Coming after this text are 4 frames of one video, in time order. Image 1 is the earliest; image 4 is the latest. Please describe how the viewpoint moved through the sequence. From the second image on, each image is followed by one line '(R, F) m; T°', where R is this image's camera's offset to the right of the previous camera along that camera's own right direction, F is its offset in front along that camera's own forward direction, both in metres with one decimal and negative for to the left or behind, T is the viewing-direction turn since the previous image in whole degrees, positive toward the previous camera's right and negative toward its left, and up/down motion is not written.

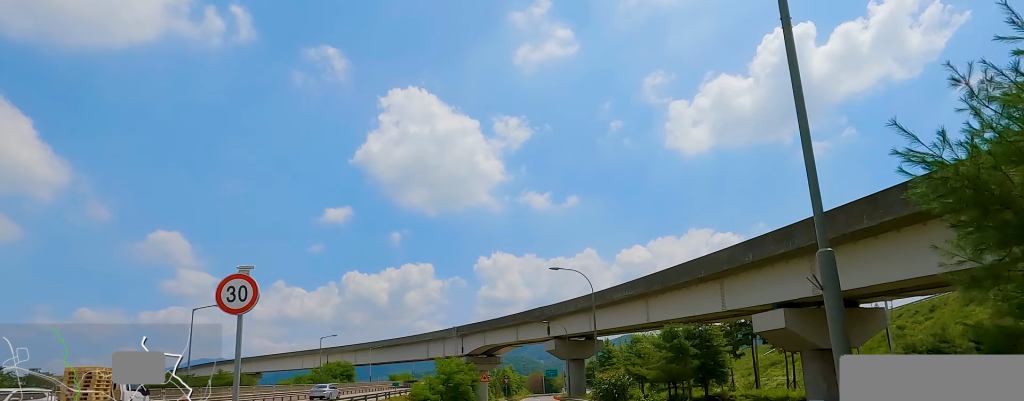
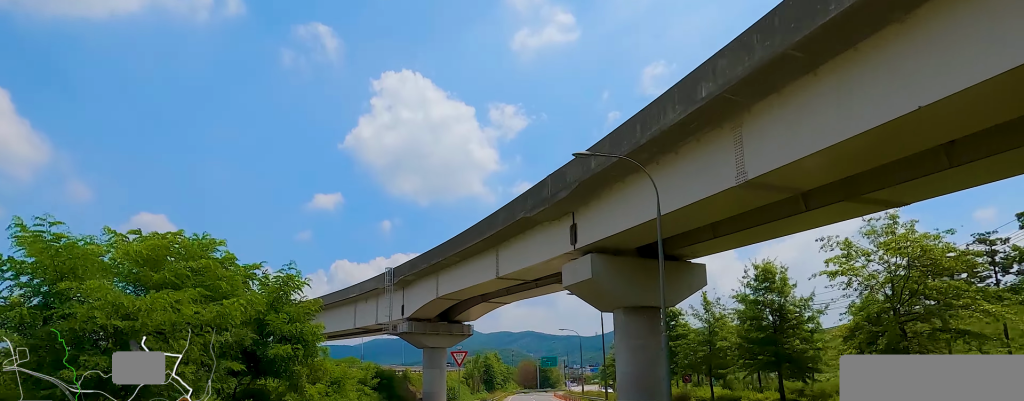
(-0.9, +43.7) m; 0°
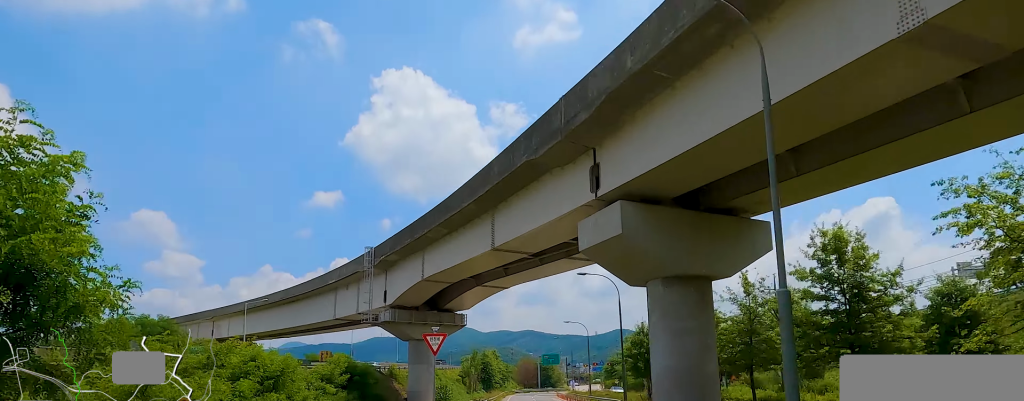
(+0.4, +7.5) m; 0°
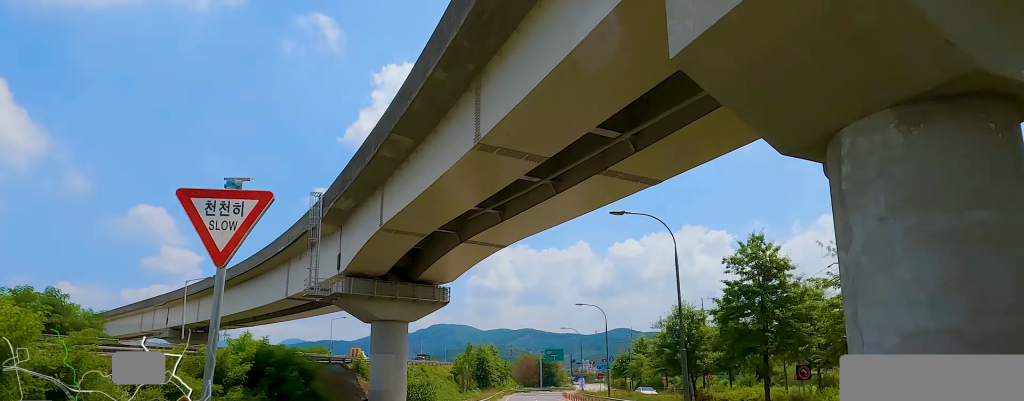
(+0.3, +12.8) m; -1°
